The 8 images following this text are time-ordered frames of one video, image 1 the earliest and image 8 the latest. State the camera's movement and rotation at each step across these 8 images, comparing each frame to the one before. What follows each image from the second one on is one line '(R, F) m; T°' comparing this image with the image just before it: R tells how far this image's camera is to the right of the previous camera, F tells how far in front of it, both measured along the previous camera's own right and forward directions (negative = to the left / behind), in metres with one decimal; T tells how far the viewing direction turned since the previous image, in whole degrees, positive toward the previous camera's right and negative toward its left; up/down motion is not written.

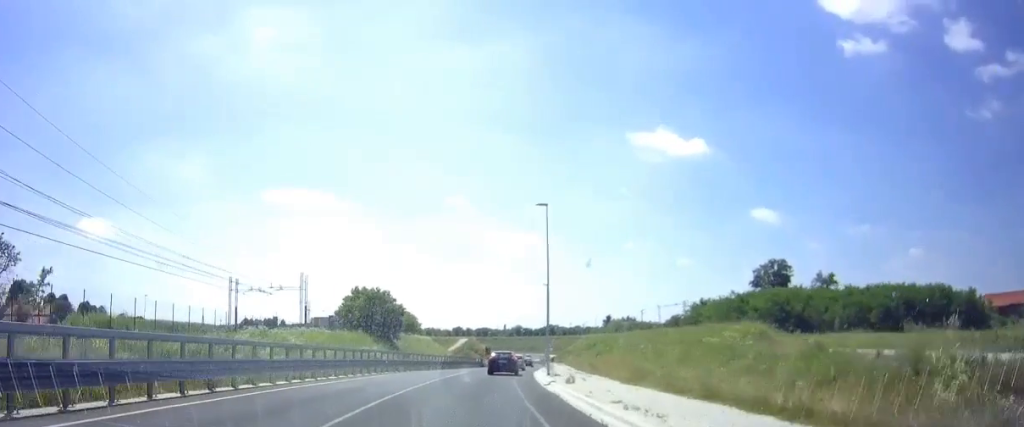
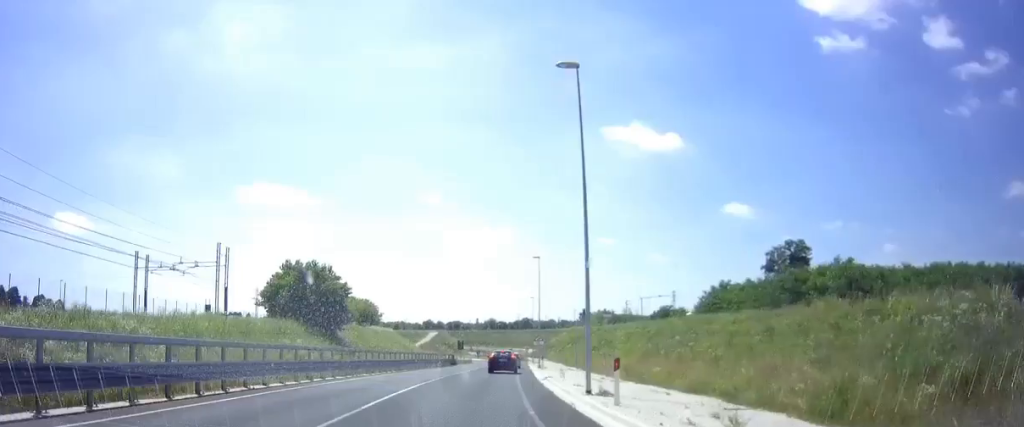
(+0.8, +17.2) m; +3°
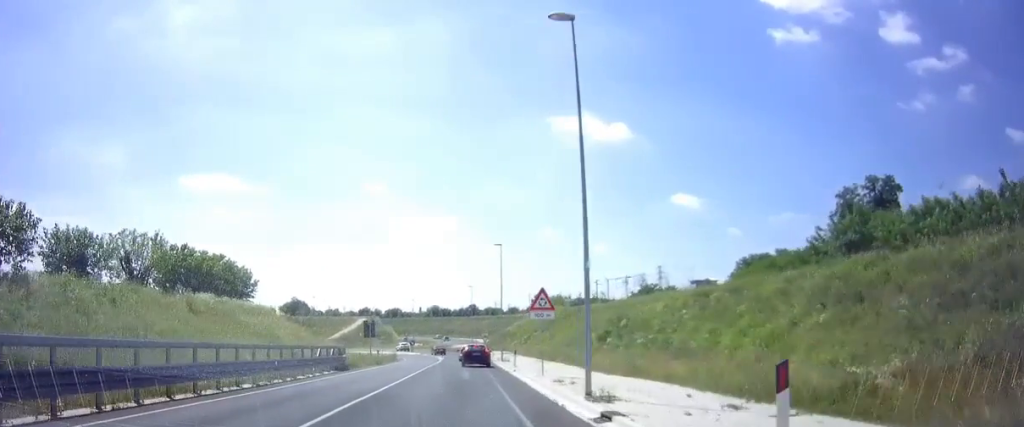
(+1.5, +37.5) m; +4°
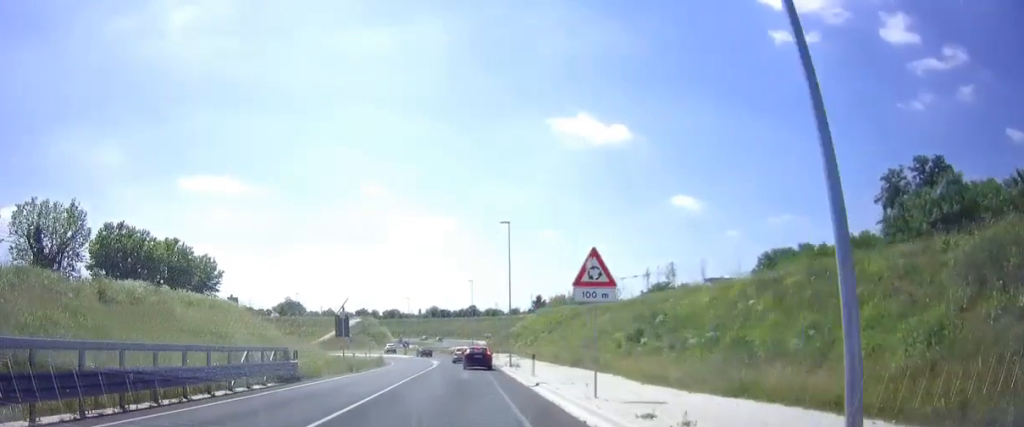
(0.0, +8.9) m; 0°
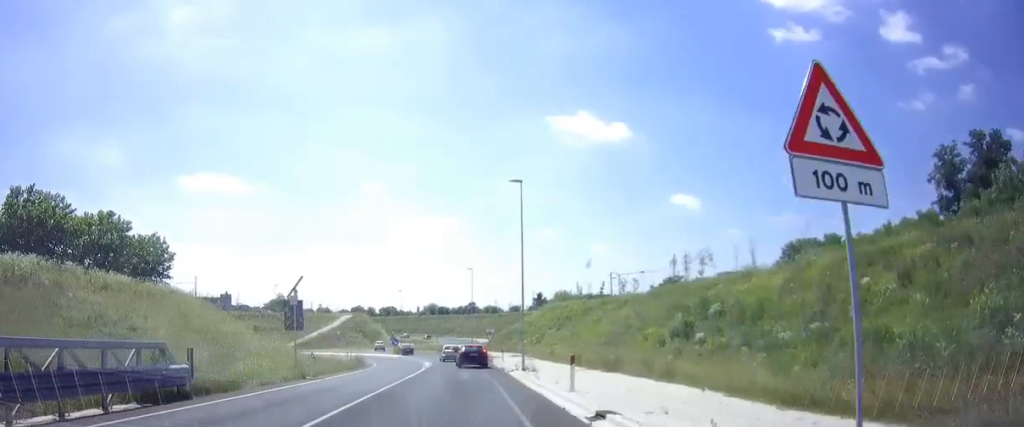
(0.0, +9.4) m; +1°
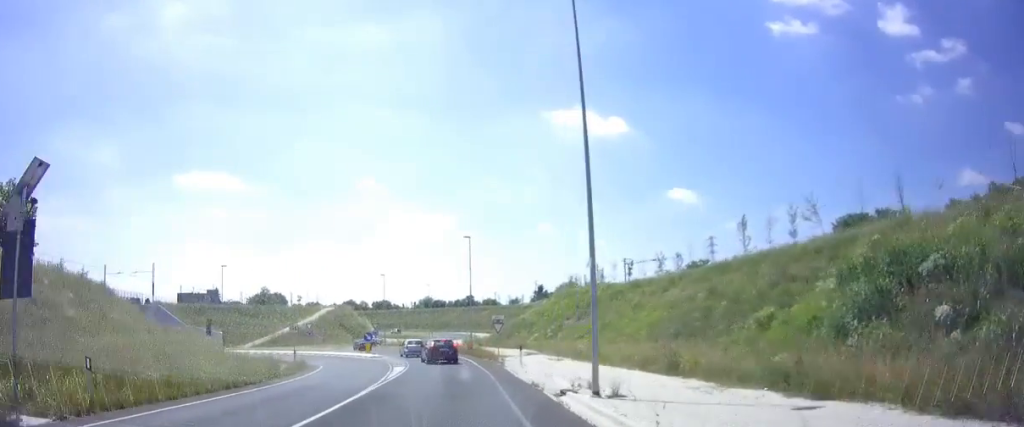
(+0.2, +16.9) m; 0°
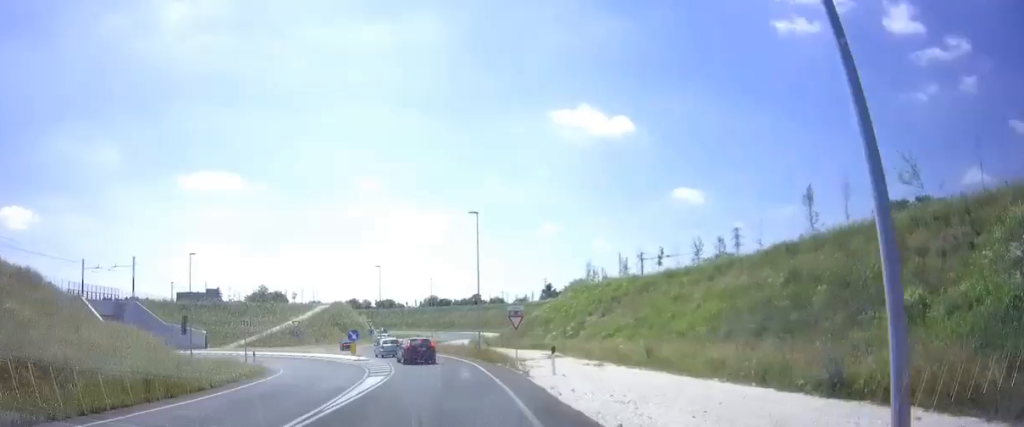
(+0.2, +8.9) m; -1°
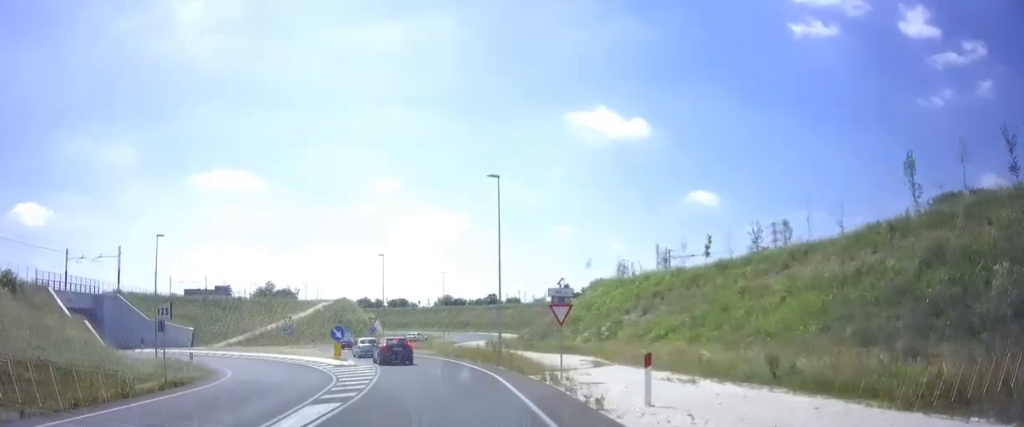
(-0.3, +8.9) m; -2°
